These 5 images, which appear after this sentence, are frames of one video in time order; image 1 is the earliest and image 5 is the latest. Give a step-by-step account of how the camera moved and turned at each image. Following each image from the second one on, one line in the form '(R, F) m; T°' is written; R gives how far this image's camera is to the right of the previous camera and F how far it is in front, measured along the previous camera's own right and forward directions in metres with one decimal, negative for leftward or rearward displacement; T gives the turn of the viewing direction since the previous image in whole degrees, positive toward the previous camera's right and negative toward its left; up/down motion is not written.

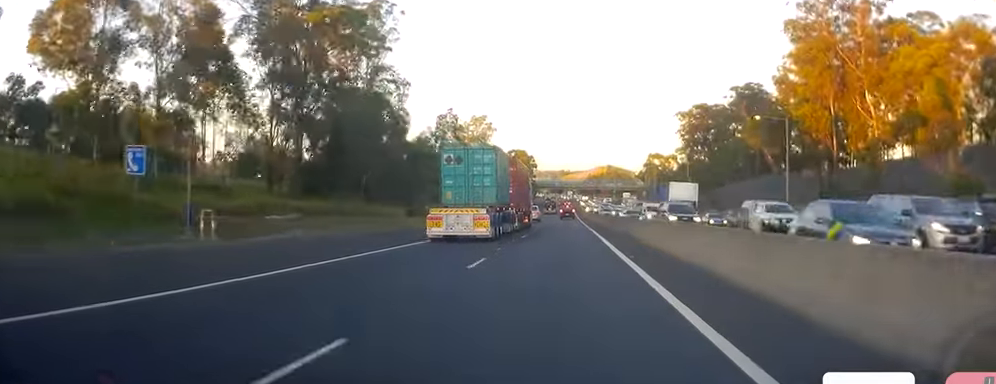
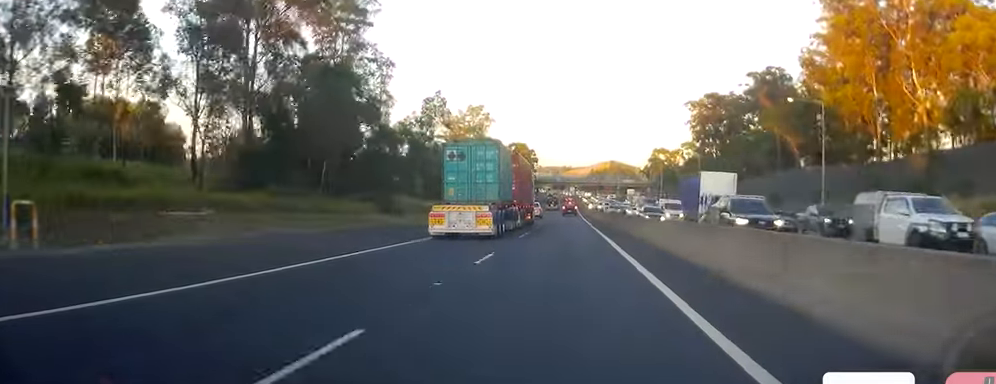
(+0.3, +11.5) m; 0°
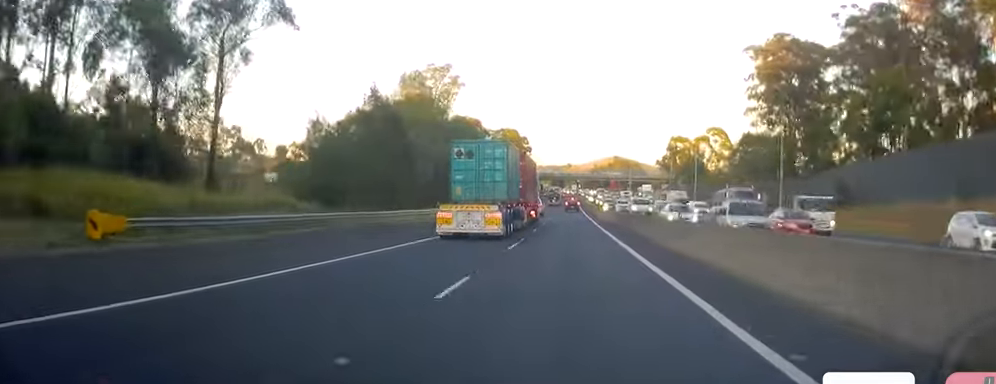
(-0.5, +53.9) m; -1°
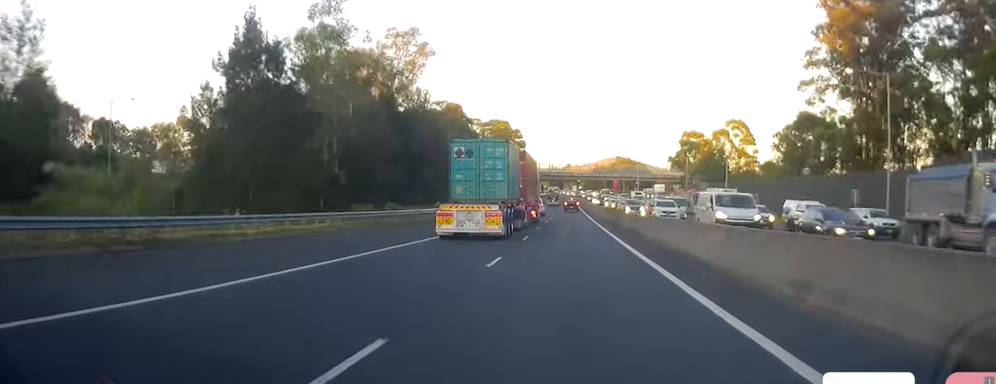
(-0.3, +30.1) m; -1°
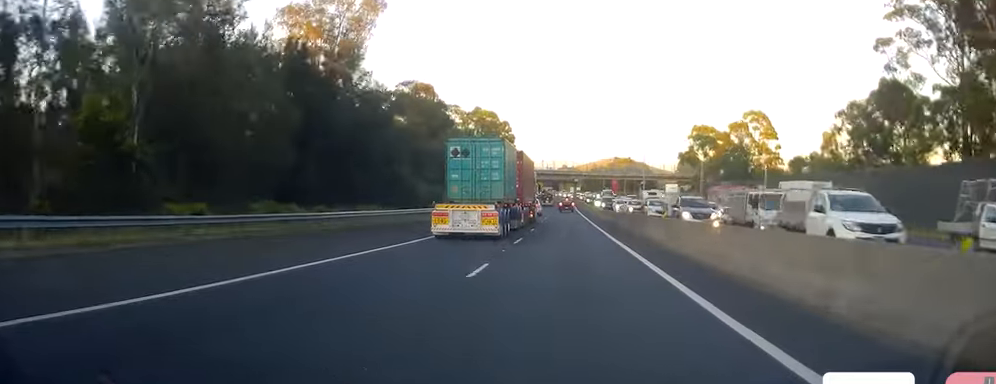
(-0.2, +26.2) m; 0°
